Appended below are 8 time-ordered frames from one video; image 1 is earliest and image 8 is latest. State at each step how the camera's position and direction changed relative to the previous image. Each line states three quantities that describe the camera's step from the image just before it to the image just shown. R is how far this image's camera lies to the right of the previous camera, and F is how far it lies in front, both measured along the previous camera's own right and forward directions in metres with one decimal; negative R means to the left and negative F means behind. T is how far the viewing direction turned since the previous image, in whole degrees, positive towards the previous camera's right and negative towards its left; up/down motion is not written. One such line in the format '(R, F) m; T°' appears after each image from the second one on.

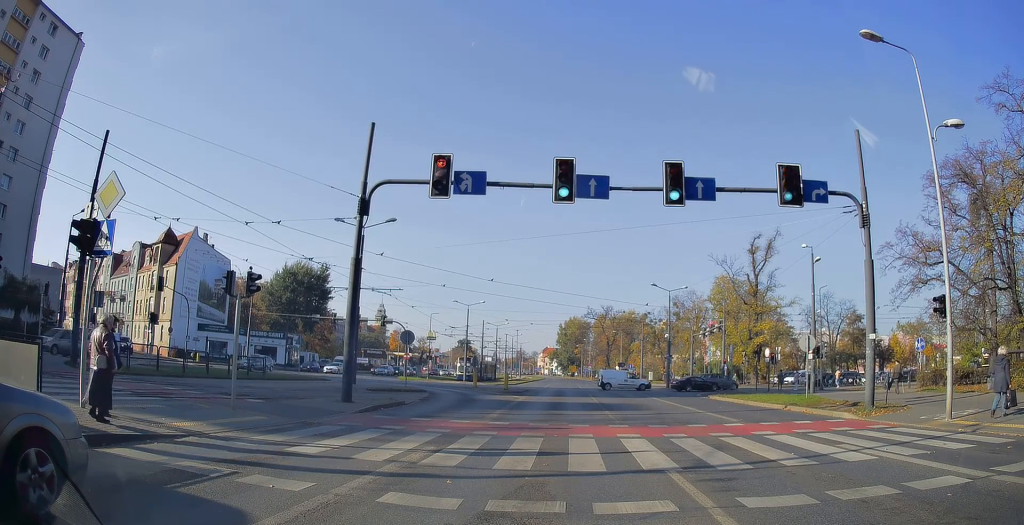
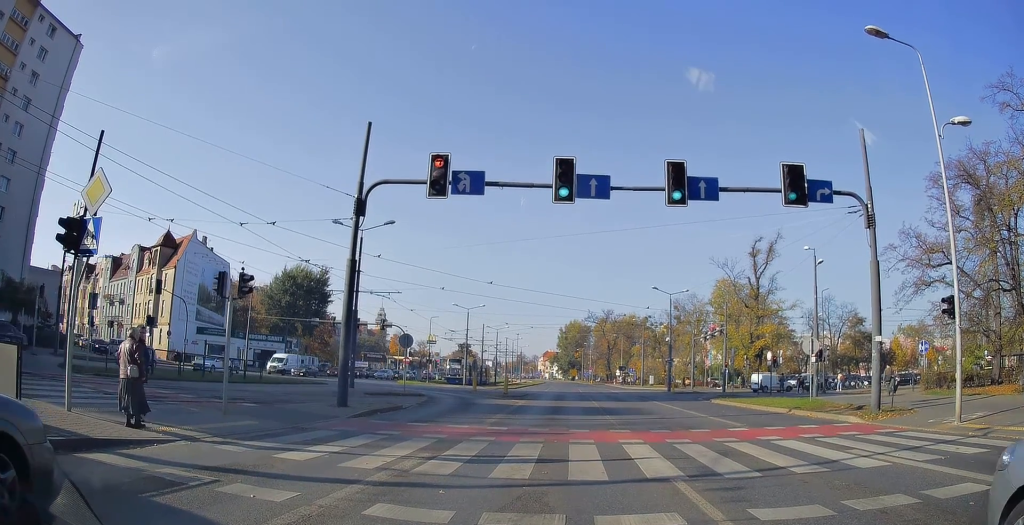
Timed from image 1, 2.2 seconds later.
(0.0, 0.0) m; 0°
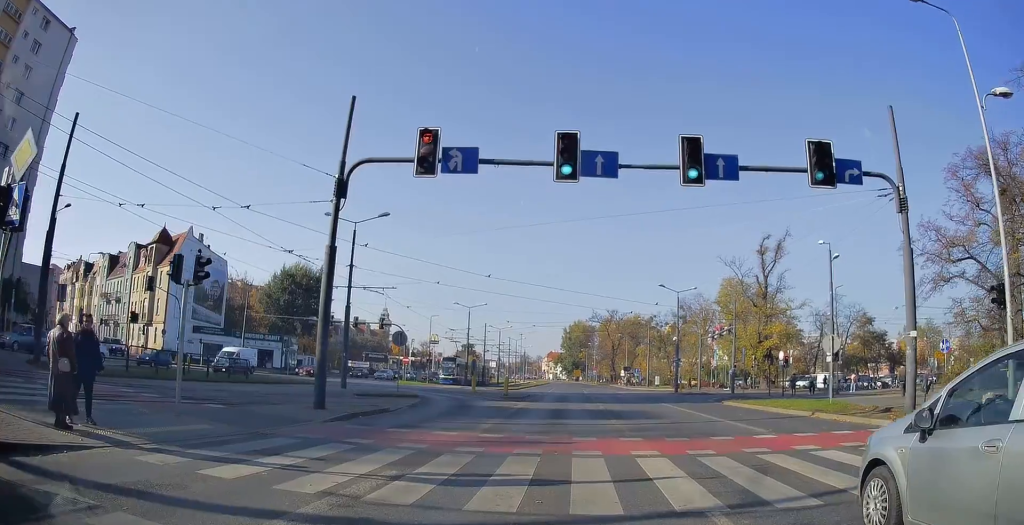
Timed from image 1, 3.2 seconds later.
(0.0, +0.3) m; 0°
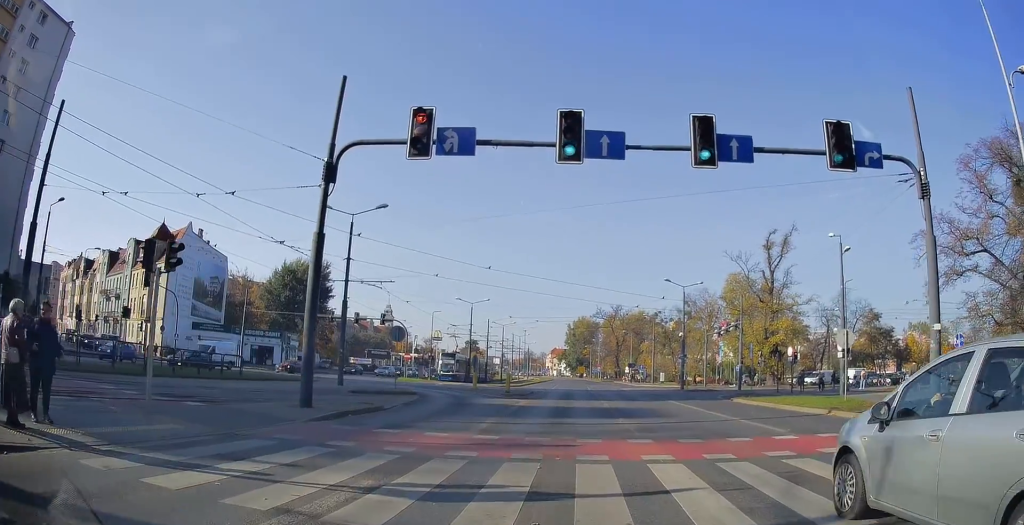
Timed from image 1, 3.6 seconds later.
(-0.1, +0.9) m; 0°
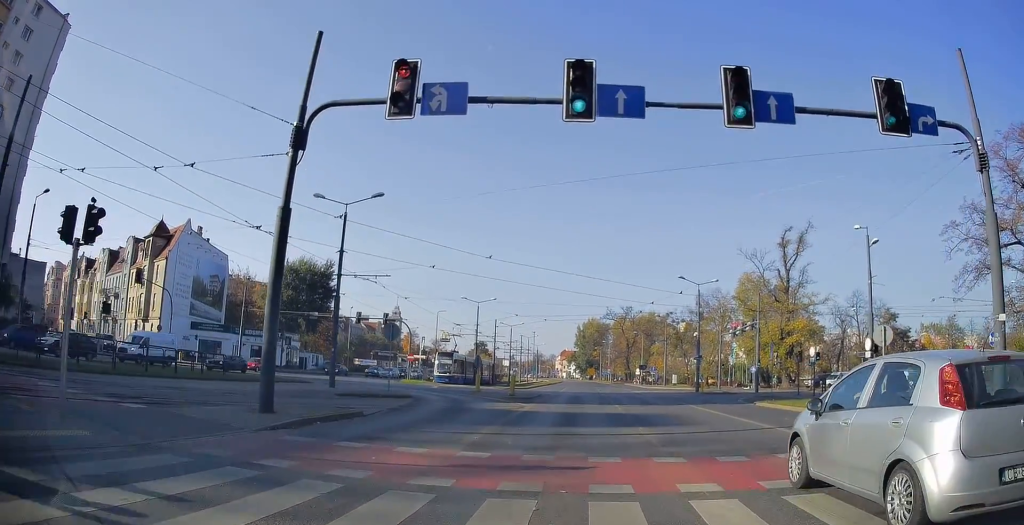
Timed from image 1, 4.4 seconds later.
(-0.1, +2.0) m; -1°
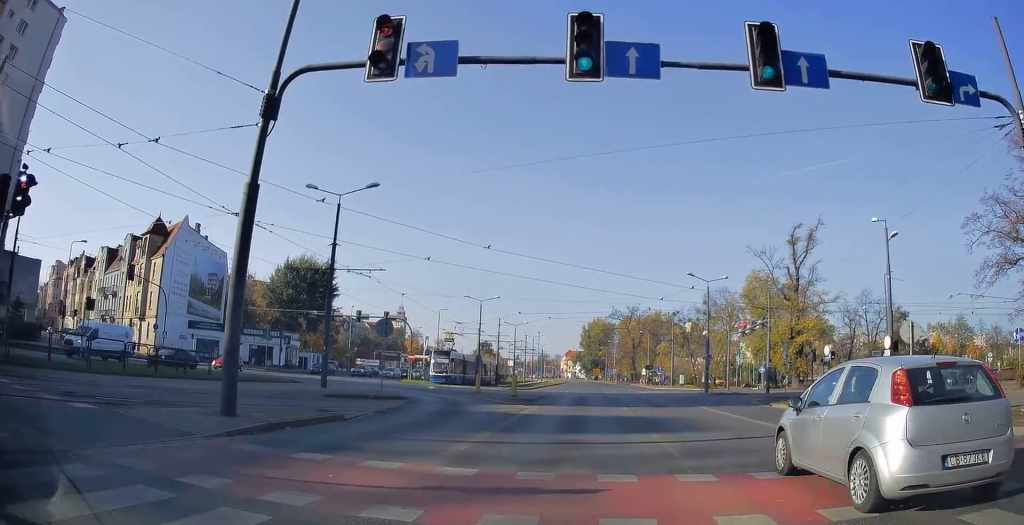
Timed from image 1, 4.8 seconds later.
(+0.1, +1.5) m; -1°
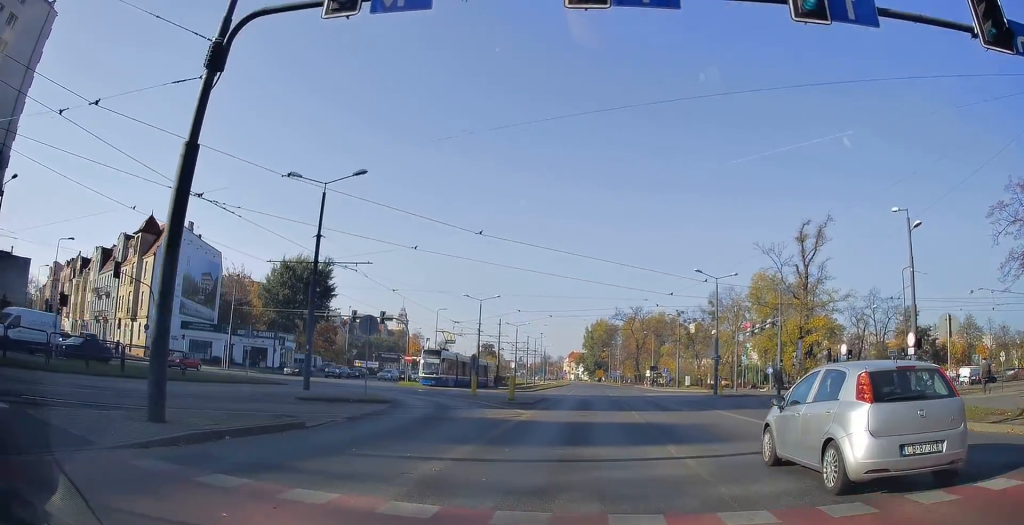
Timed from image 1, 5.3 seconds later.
(+0.1, +1.8) m; -2°
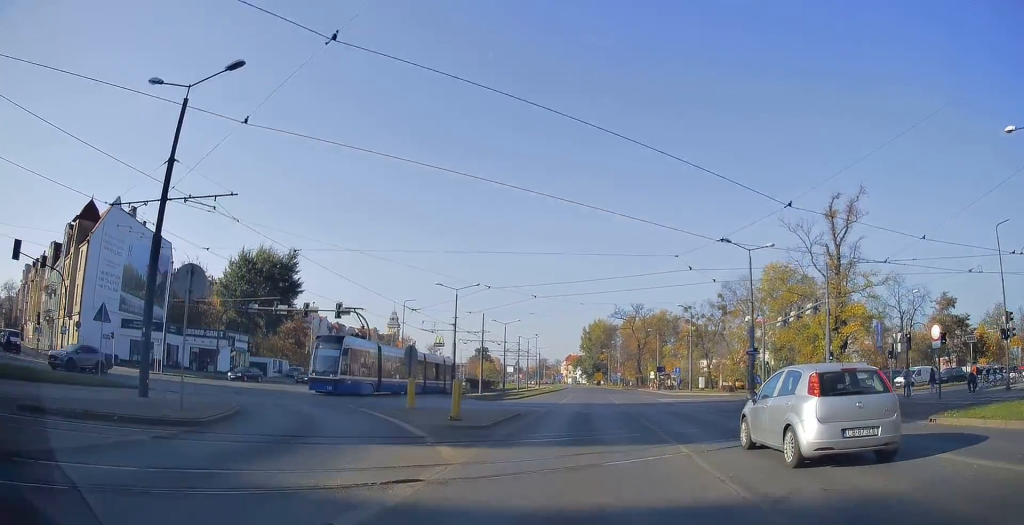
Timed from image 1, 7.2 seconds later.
(-0.9, +10.1) m; -1°
